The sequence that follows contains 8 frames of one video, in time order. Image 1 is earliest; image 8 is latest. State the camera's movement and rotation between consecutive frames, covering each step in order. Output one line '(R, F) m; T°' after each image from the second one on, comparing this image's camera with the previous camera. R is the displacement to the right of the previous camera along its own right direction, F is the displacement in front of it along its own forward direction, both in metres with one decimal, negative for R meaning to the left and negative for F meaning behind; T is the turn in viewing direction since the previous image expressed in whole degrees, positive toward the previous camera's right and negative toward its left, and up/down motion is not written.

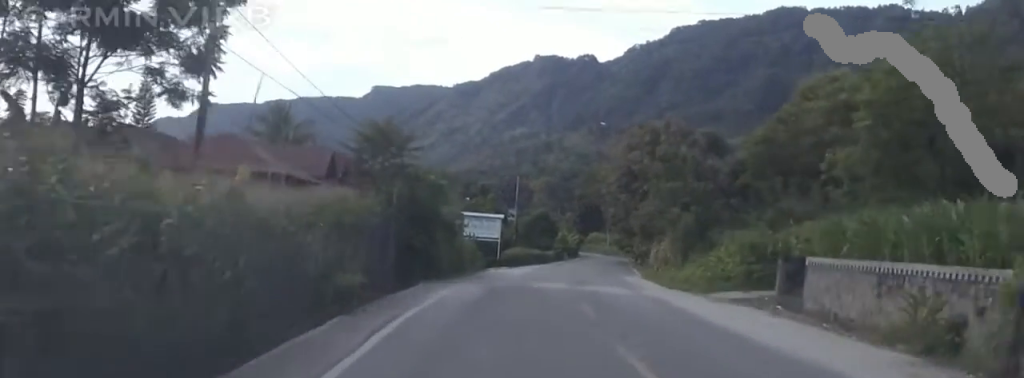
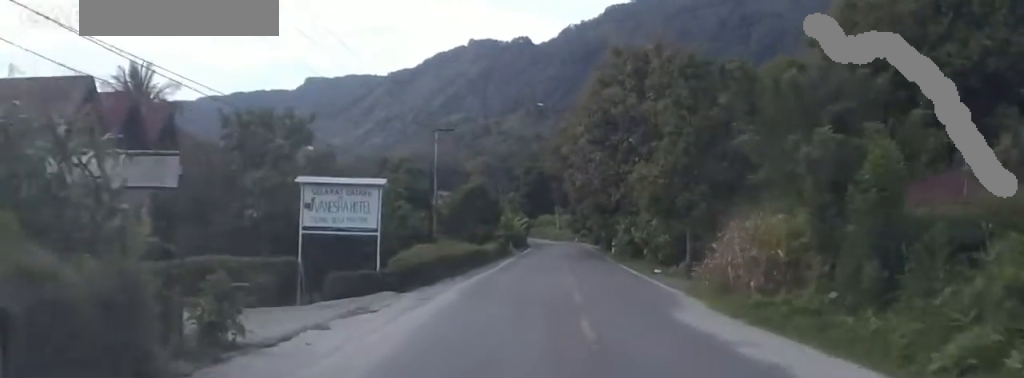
(0.0, +28.1) m; 0°
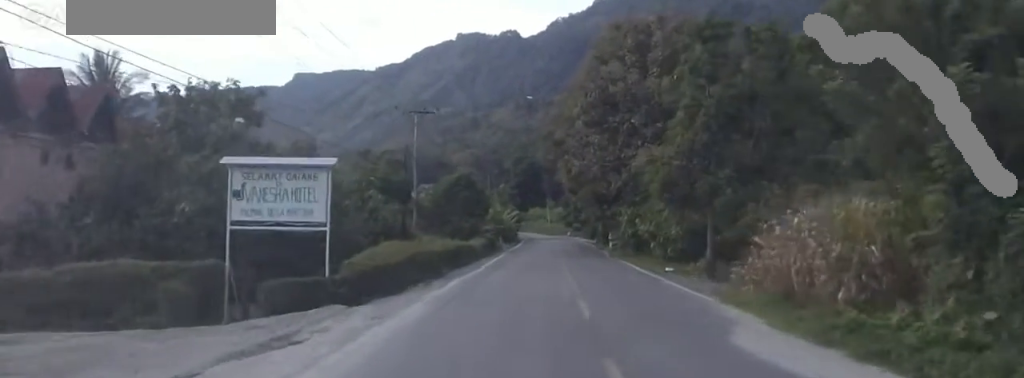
(0.0, +5.6) m; 0°
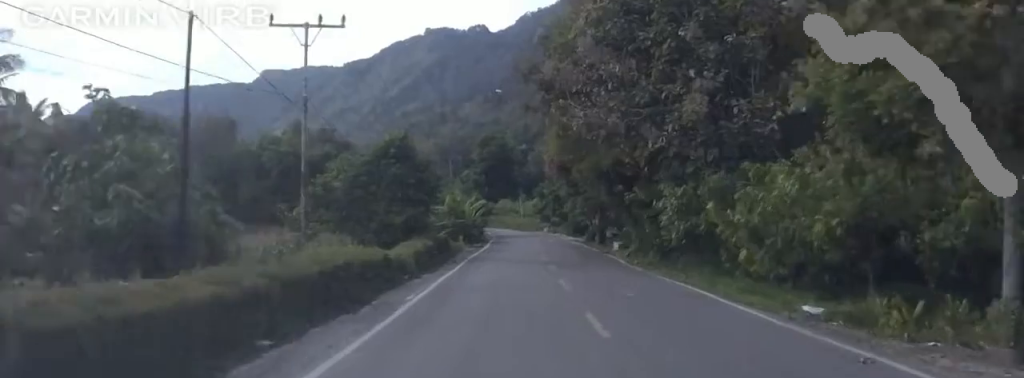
(0.0, +20.3) m; +1°
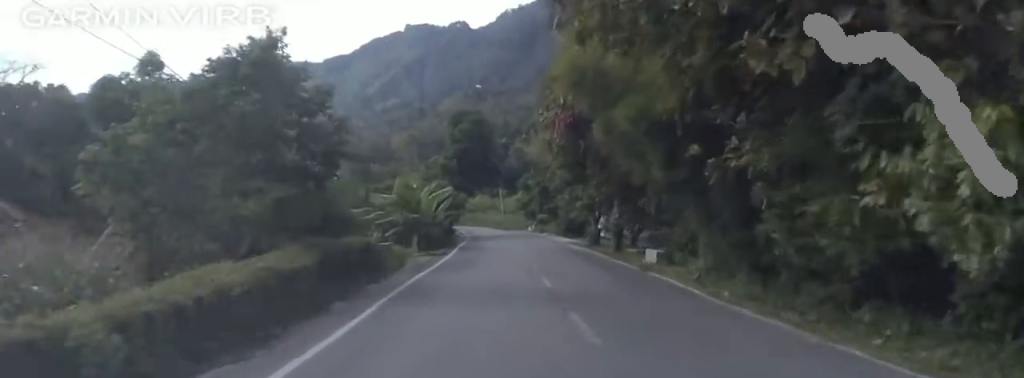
(+0.8, +17.3) m; +5°
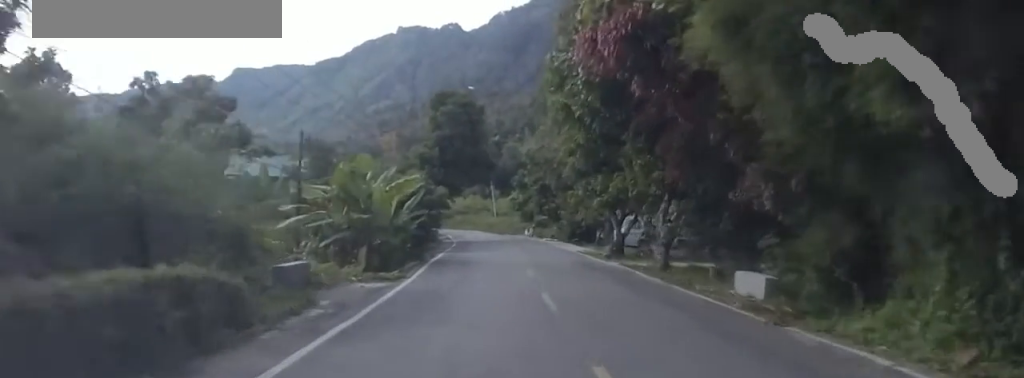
(+0.7, +12.9) m; -1°
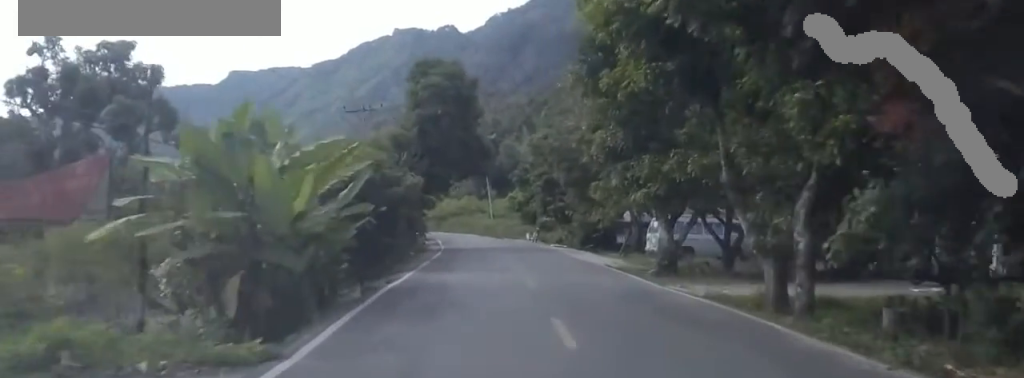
(-0.9, +12.2) m; -4°
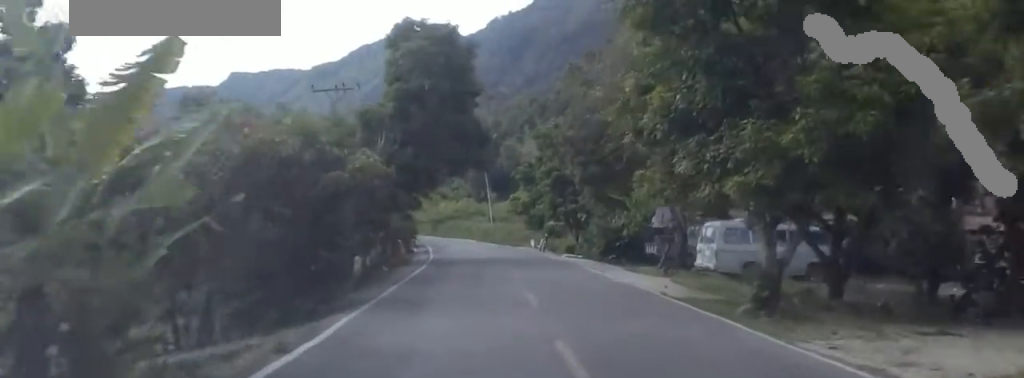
(-0.1, +10.3) m; +4°
